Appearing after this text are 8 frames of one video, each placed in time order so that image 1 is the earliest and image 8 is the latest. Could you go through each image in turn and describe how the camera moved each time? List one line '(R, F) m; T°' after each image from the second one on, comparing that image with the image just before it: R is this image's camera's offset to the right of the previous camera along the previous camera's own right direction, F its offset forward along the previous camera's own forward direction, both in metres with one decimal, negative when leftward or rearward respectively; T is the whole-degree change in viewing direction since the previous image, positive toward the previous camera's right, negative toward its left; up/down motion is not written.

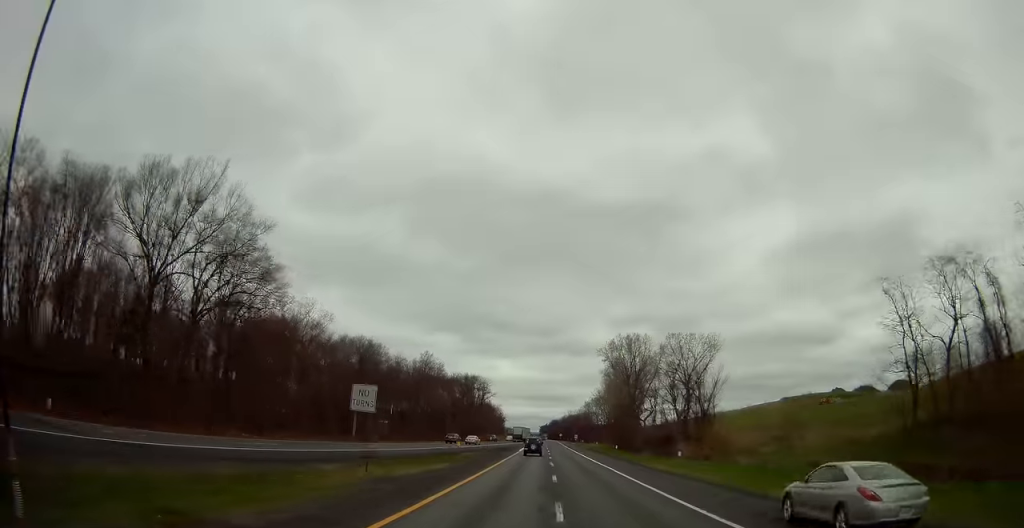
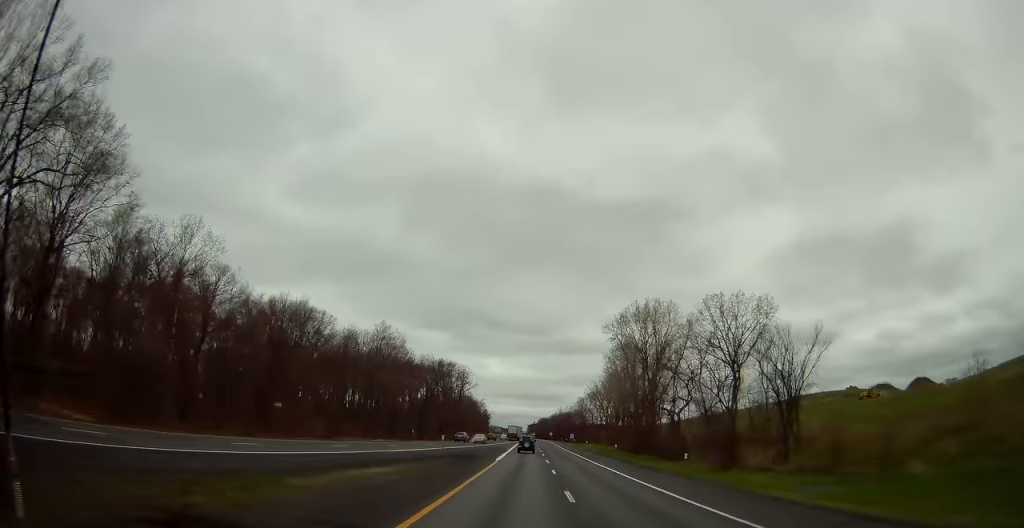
(+0.2, +33.4) m; +1°
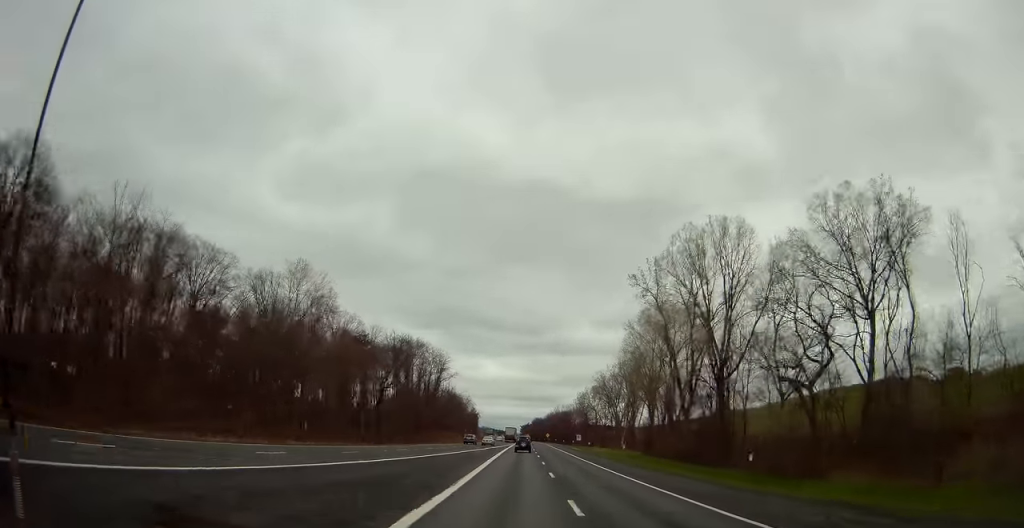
(+0.3, +39.6) m; +1°
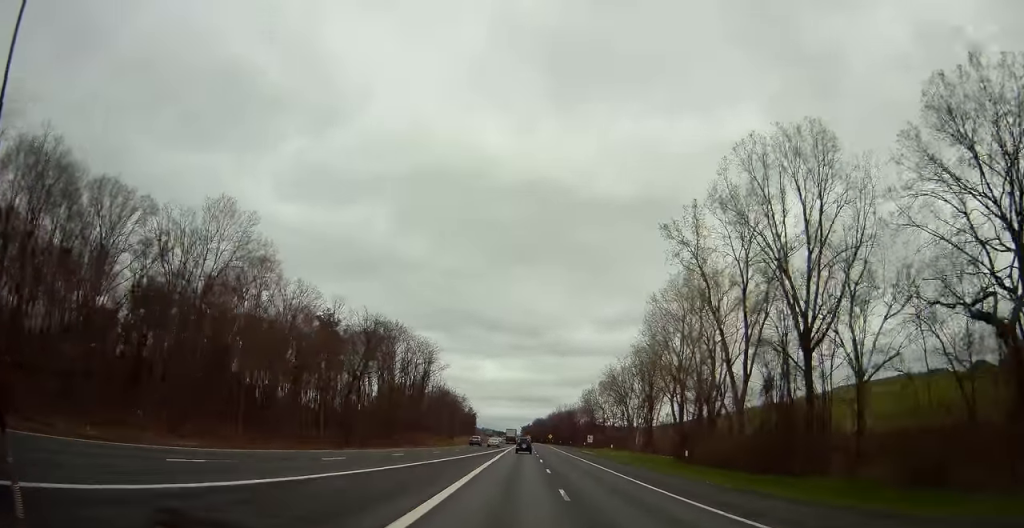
(+0.2, +20.9) m; 0°
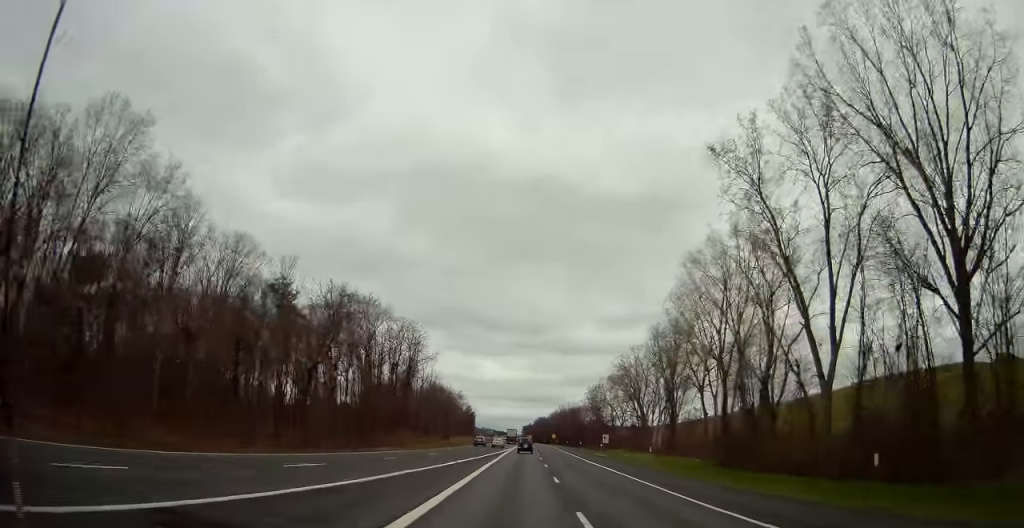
(+0.1, +18.9) m; 0°
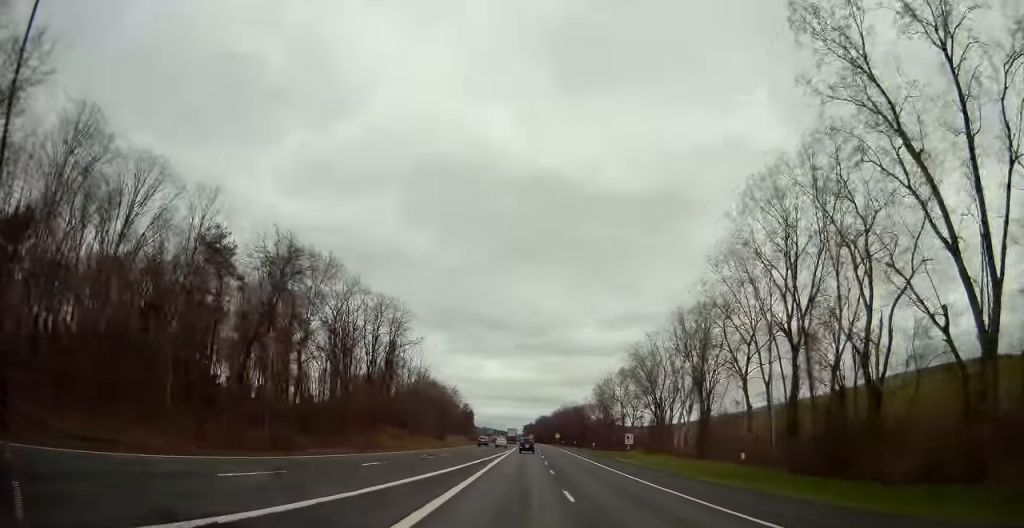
(-0.1, +18.8) m; -1°
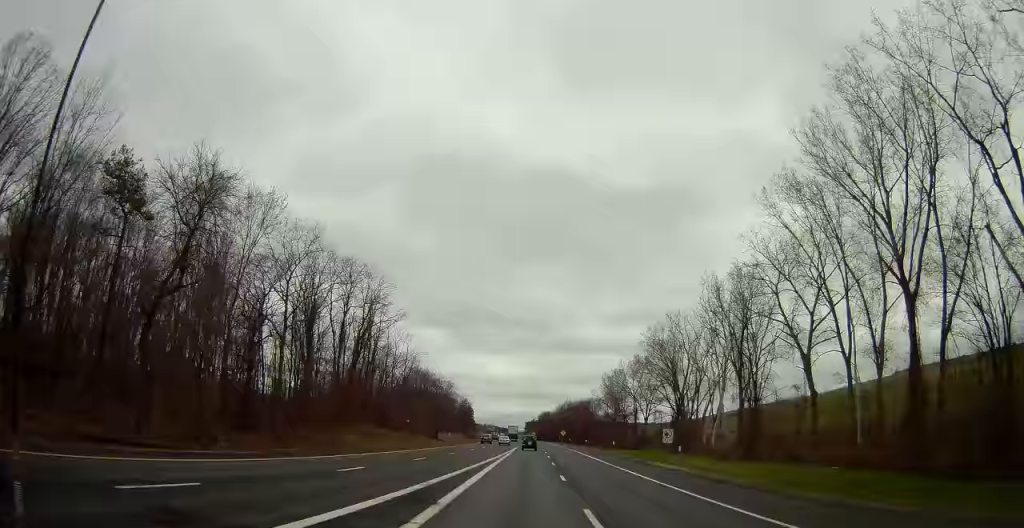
(-0.1, +17.9) m; 0°
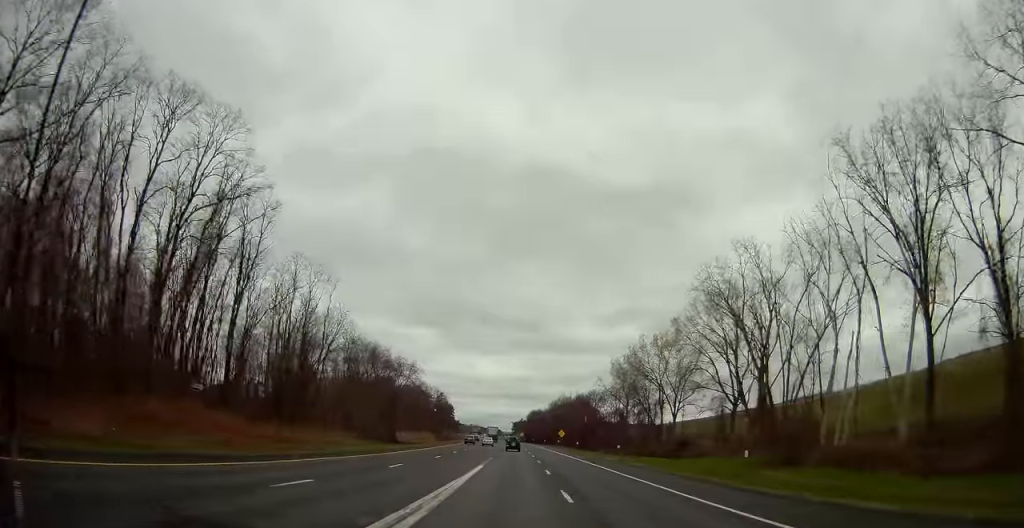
(+0.7, +44.5) m; +1°
